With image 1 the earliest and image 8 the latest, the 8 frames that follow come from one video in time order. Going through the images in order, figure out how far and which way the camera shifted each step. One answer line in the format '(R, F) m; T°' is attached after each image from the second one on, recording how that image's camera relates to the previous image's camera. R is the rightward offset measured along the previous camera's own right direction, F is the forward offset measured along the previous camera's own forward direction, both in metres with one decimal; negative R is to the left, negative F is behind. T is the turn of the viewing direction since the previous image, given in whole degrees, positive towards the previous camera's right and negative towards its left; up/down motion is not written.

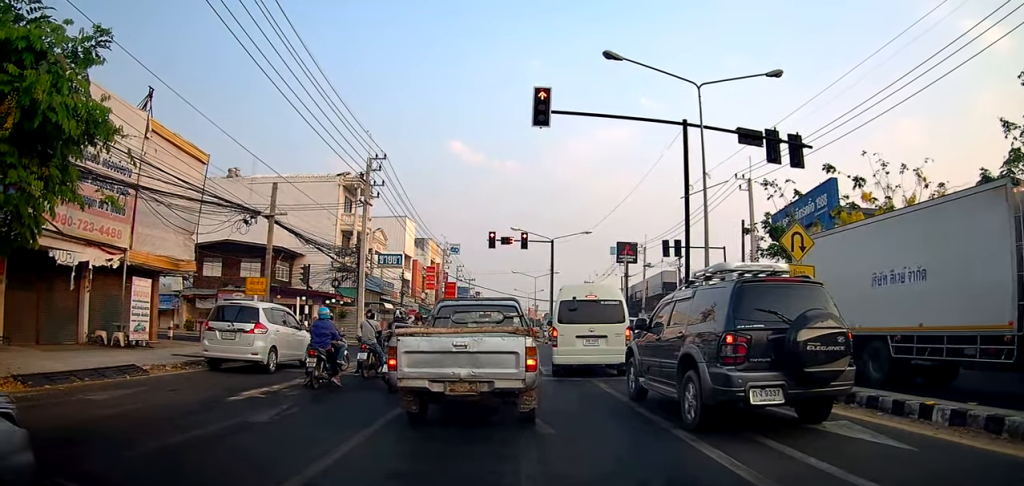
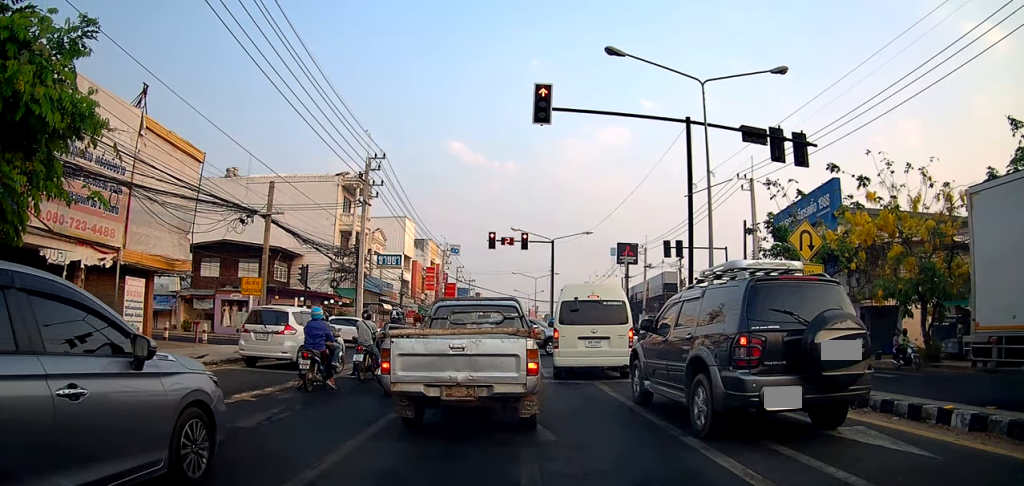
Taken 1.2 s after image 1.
(+0.1, +0.3) m; 0°
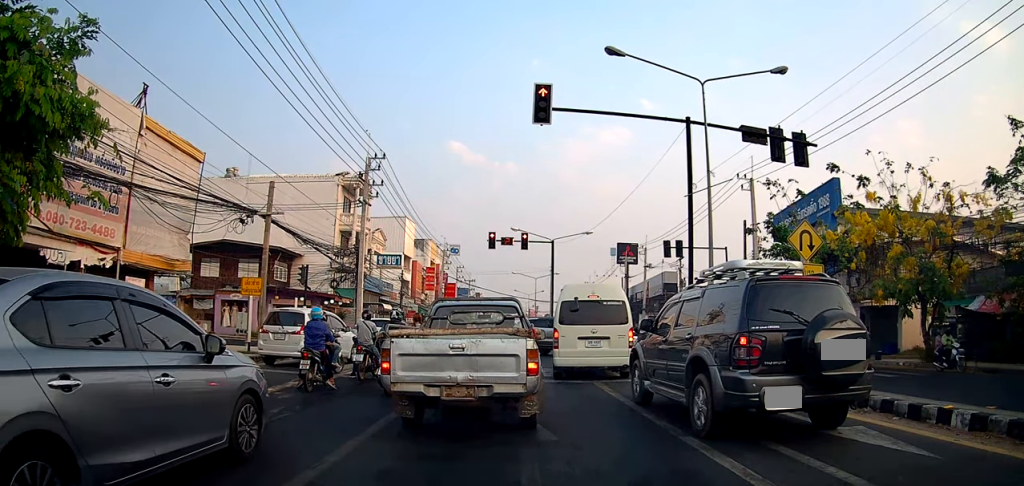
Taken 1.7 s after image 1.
(0.0, 0.0) m; 0°
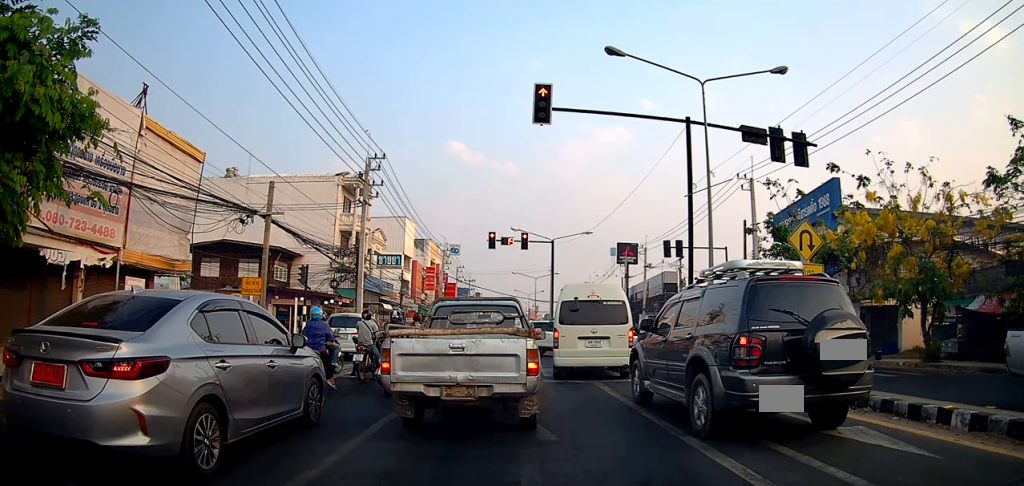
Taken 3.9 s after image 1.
(0.0, 0.0) m; 0°
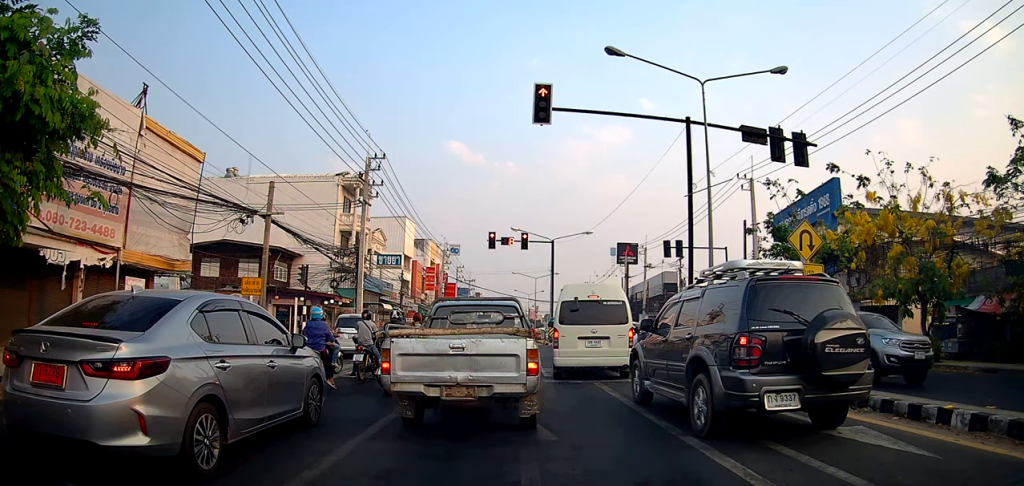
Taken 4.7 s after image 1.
(0.0, 0.0) m; 0°
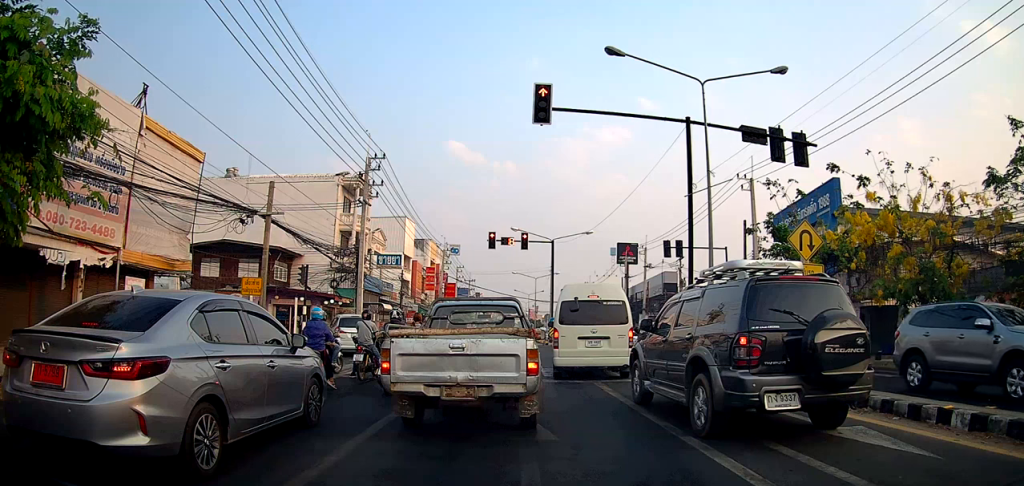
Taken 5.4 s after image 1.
(0.0, 0.0) m; 0°
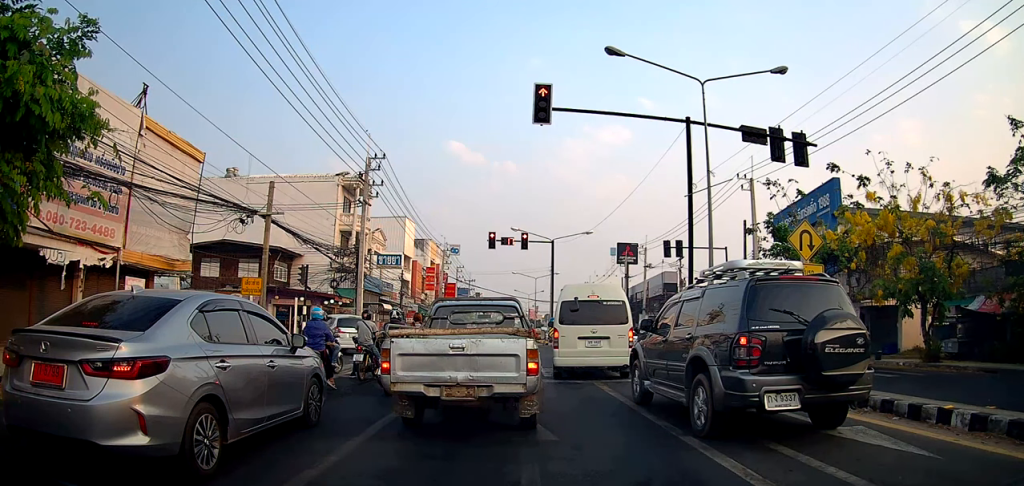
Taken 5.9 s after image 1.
(0.0, 0.0) m; 0°
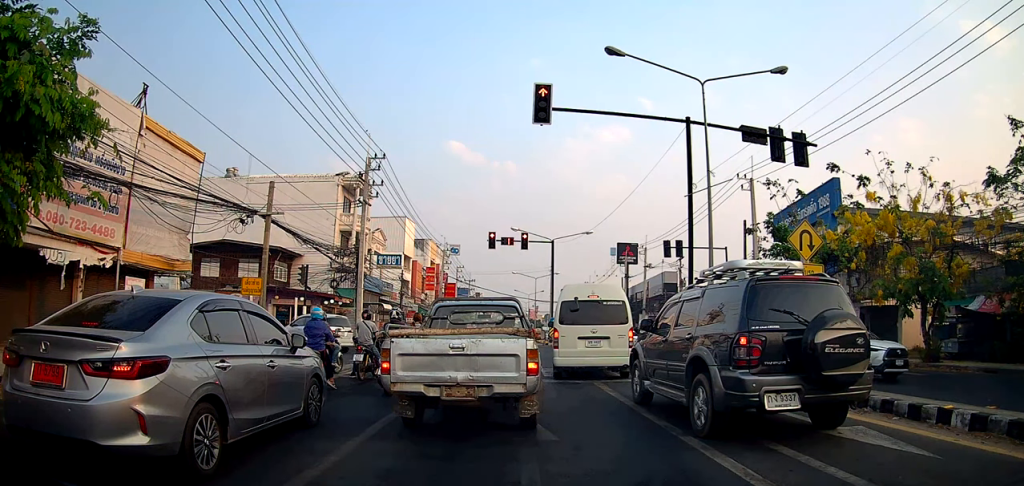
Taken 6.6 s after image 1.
(0.0, 0.0) m; 0°
